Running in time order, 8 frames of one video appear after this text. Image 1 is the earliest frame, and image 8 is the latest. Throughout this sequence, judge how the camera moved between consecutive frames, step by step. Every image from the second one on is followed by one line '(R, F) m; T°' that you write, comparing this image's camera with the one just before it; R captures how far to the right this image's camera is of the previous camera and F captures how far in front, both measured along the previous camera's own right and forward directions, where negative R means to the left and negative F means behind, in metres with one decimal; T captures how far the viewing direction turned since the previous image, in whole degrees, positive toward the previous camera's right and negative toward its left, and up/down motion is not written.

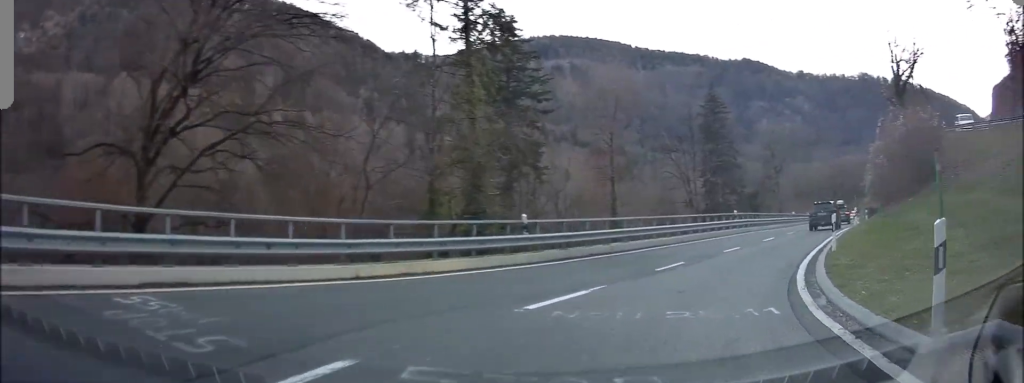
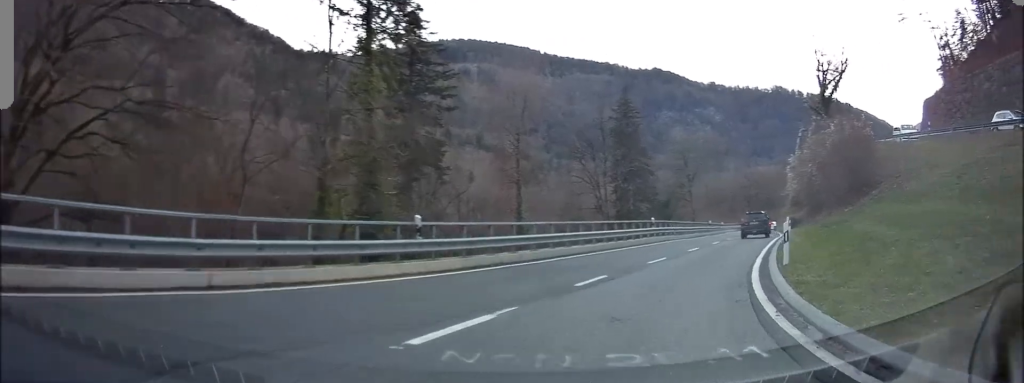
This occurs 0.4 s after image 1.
(+0.8, +1.9) m; +14°
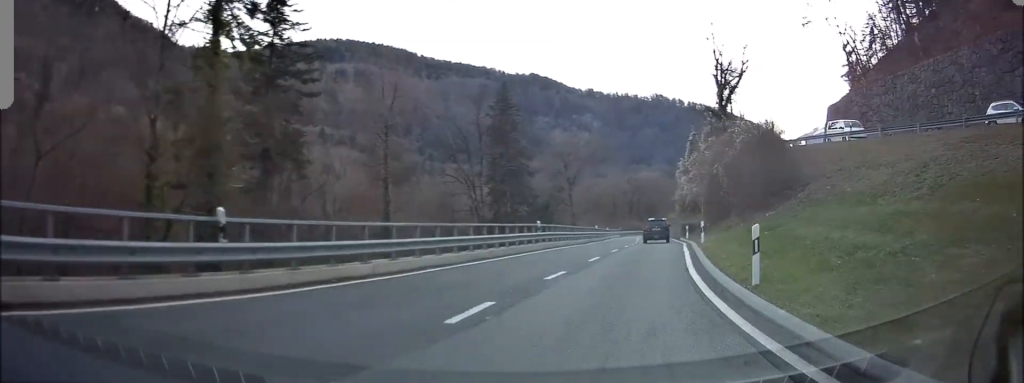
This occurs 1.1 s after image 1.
(+0.6, +3.1) m; +18°
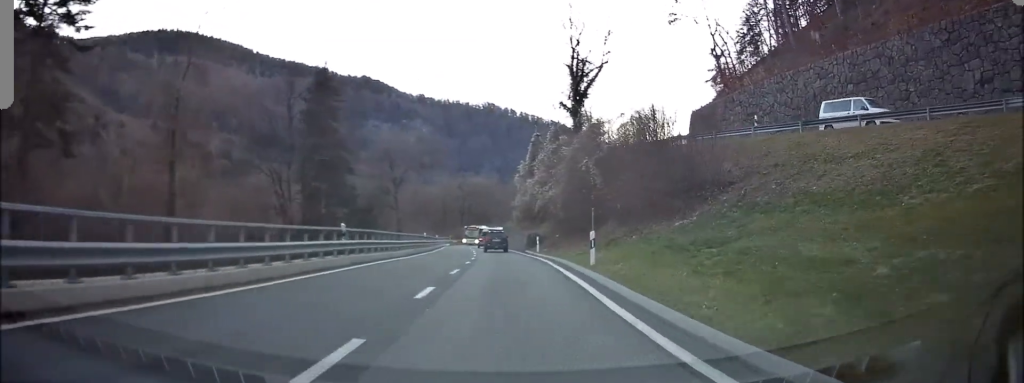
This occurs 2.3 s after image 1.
(+0.7, +5.4) m; +6°
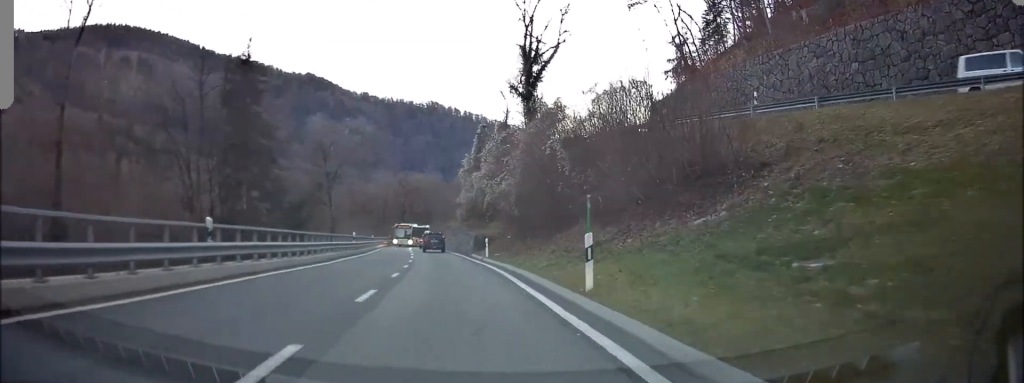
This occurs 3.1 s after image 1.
(-0.1, +4.5) m; -4°
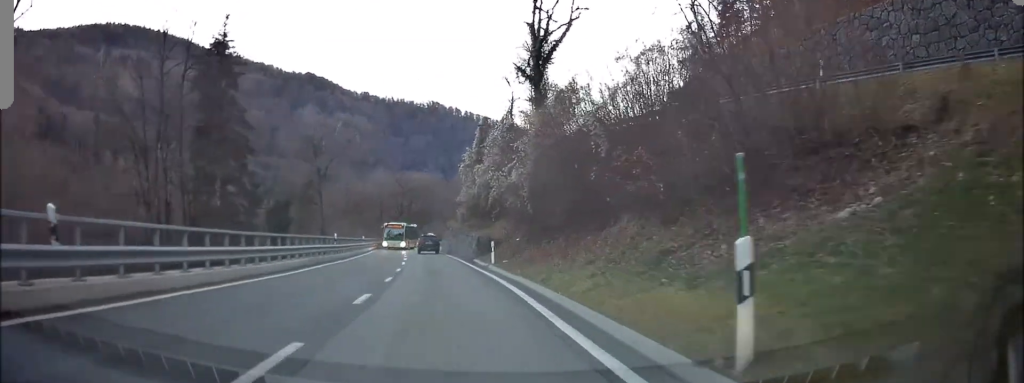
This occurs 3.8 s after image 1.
(-0.2, +5.4) m; -8°
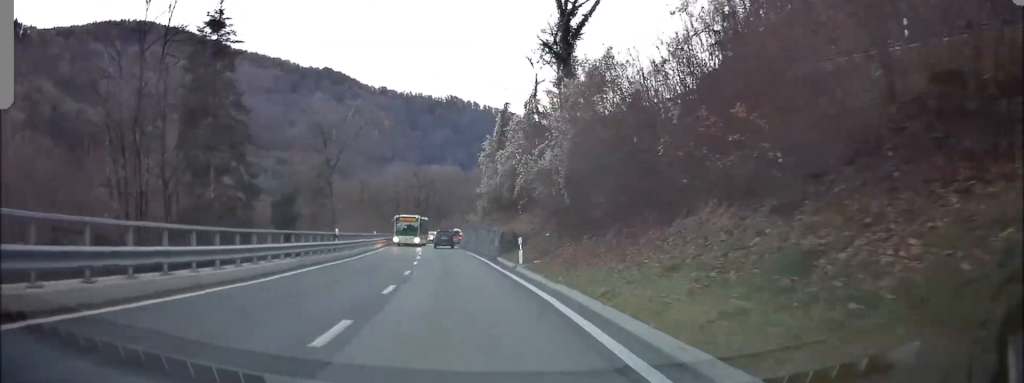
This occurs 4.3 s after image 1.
(-0.3, +4.3) m; -4°
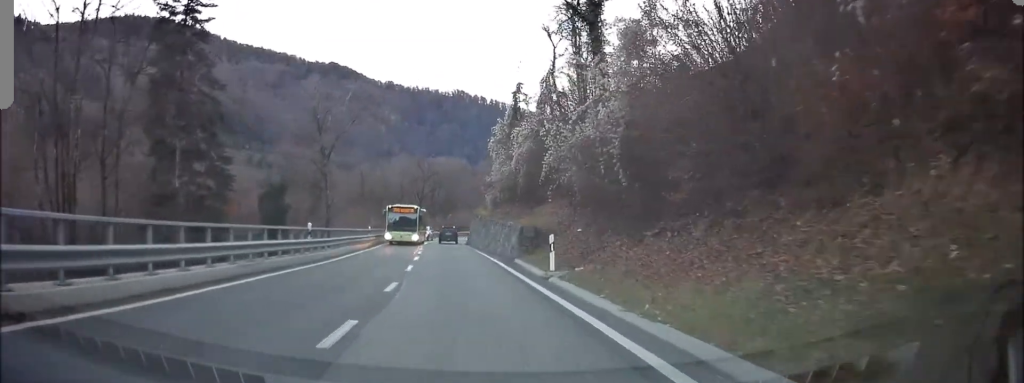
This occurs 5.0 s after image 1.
(-0.9, +7.1) m; -2°
